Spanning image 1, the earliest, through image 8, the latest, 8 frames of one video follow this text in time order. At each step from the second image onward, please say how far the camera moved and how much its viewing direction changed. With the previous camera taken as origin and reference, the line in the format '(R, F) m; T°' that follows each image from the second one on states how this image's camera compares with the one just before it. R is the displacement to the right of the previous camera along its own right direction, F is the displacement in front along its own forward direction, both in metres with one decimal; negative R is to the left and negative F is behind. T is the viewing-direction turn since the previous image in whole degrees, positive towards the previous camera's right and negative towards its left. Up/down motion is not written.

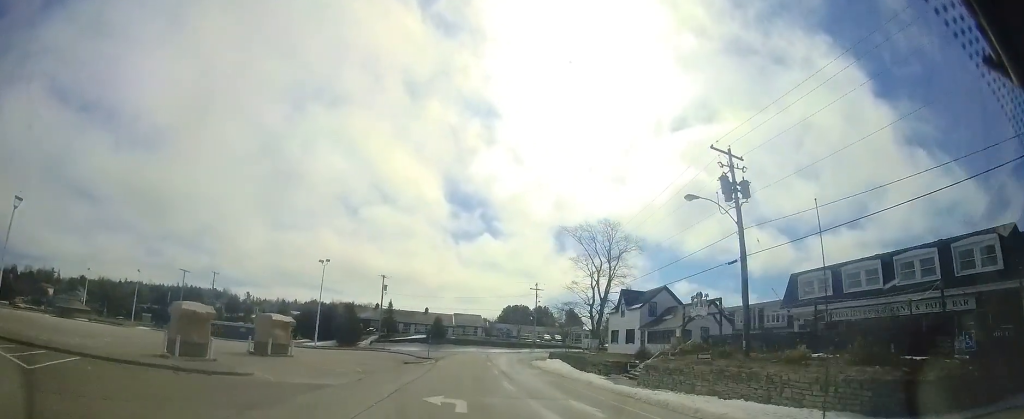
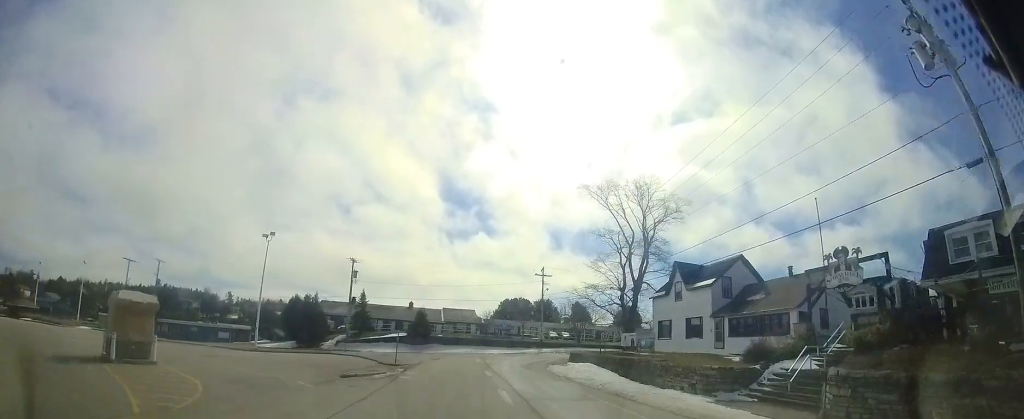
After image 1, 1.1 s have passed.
(+0.1, +13.4) m; 0°
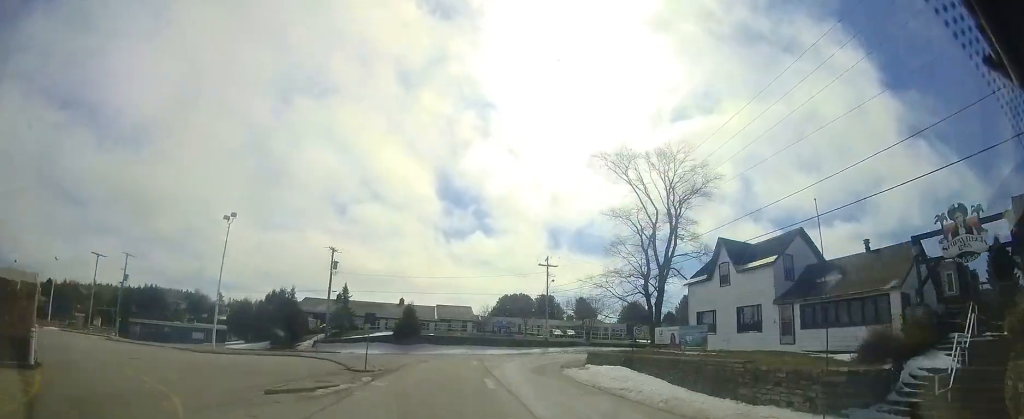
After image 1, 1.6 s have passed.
(0.0, +6.5) m; 0°
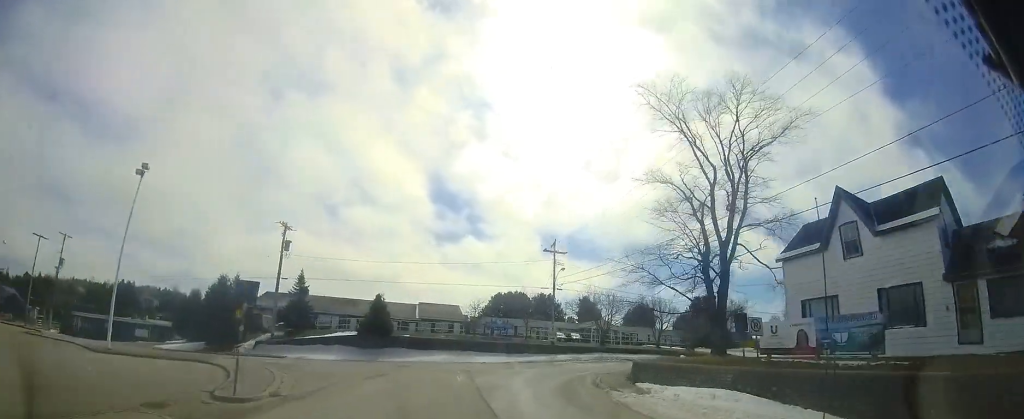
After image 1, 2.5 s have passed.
(-0.2, +10.6) m; +4°
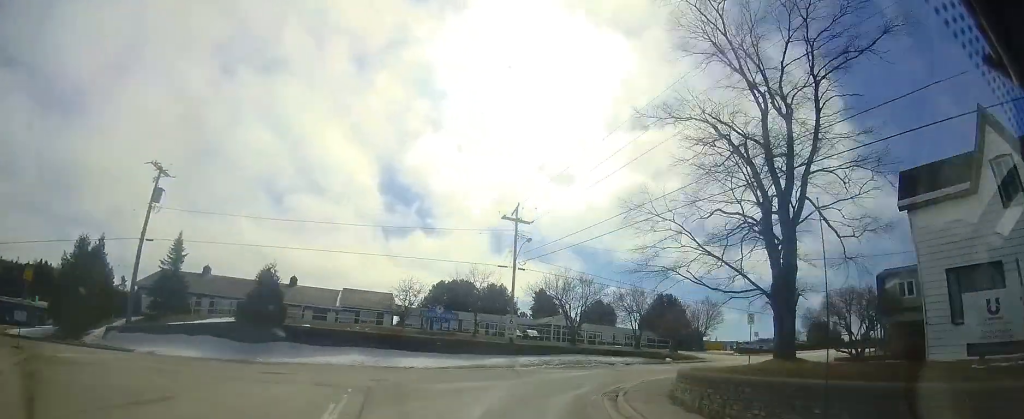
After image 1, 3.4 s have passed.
(+0.8, +10.4) m; +10°
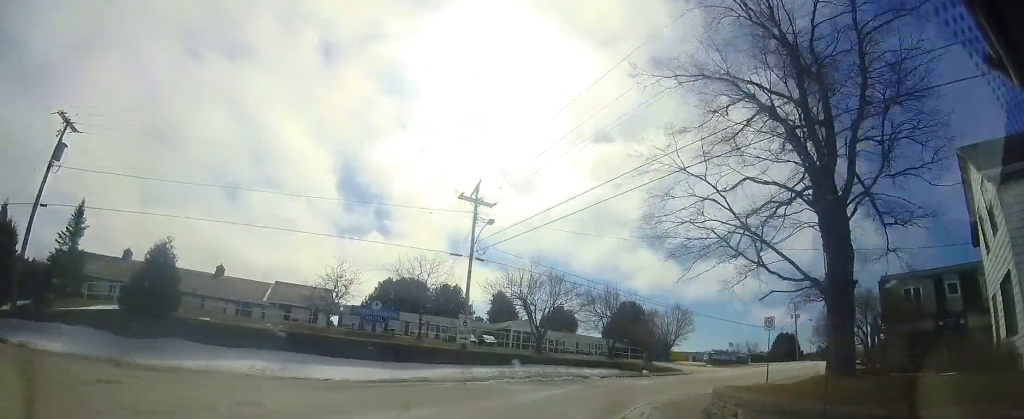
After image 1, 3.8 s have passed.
(+0.5, +5.4) m; +6°
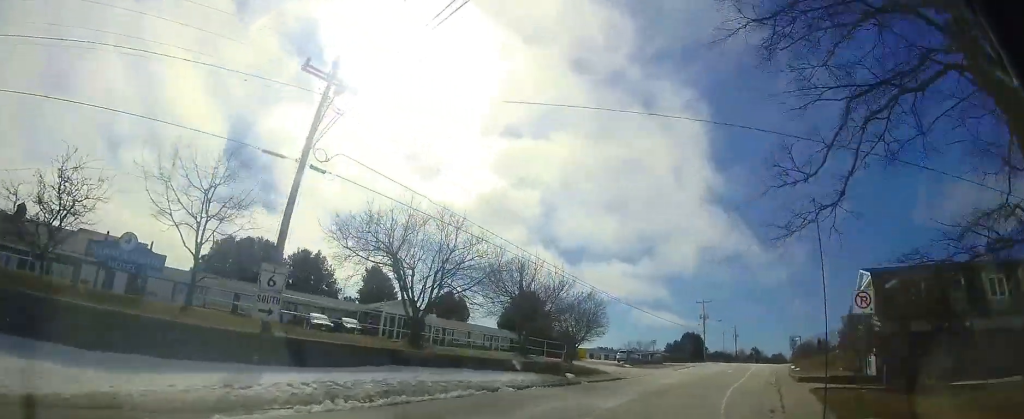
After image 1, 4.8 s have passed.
(+1.3, +11.1) m; +14°
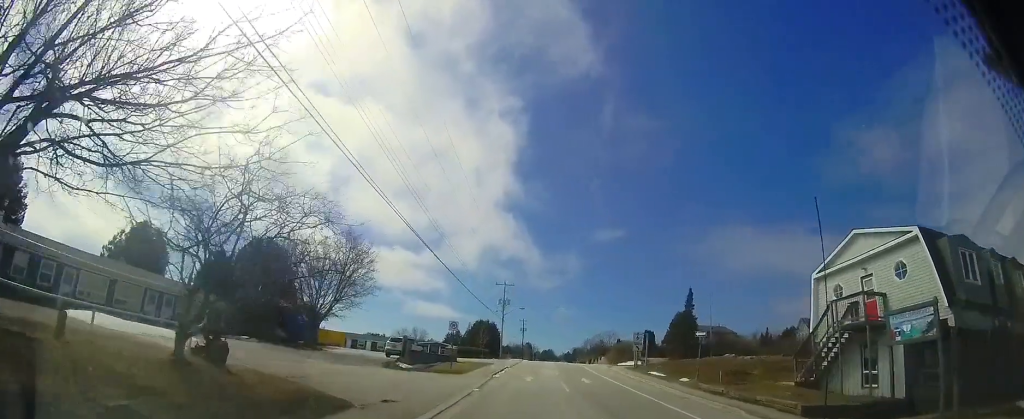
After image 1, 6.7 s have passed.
(+5.9, +20.2) m; +39°
